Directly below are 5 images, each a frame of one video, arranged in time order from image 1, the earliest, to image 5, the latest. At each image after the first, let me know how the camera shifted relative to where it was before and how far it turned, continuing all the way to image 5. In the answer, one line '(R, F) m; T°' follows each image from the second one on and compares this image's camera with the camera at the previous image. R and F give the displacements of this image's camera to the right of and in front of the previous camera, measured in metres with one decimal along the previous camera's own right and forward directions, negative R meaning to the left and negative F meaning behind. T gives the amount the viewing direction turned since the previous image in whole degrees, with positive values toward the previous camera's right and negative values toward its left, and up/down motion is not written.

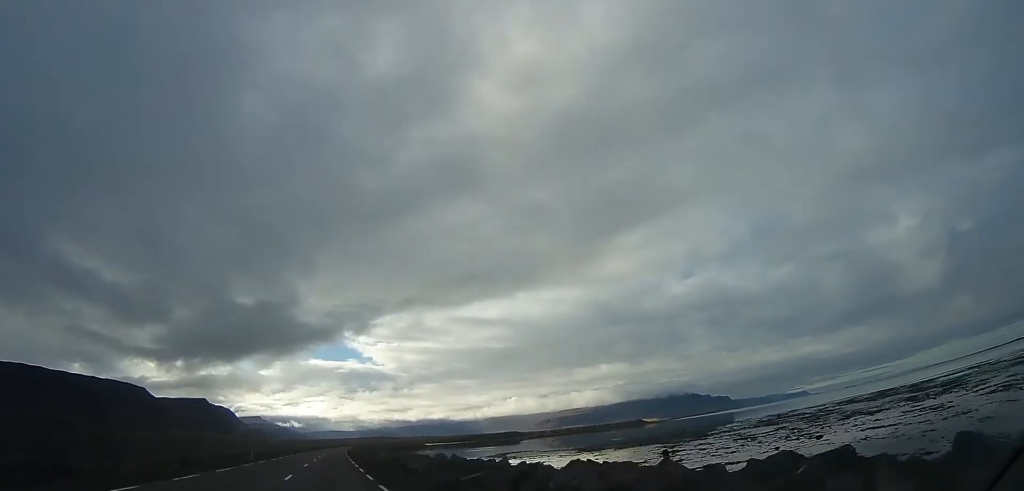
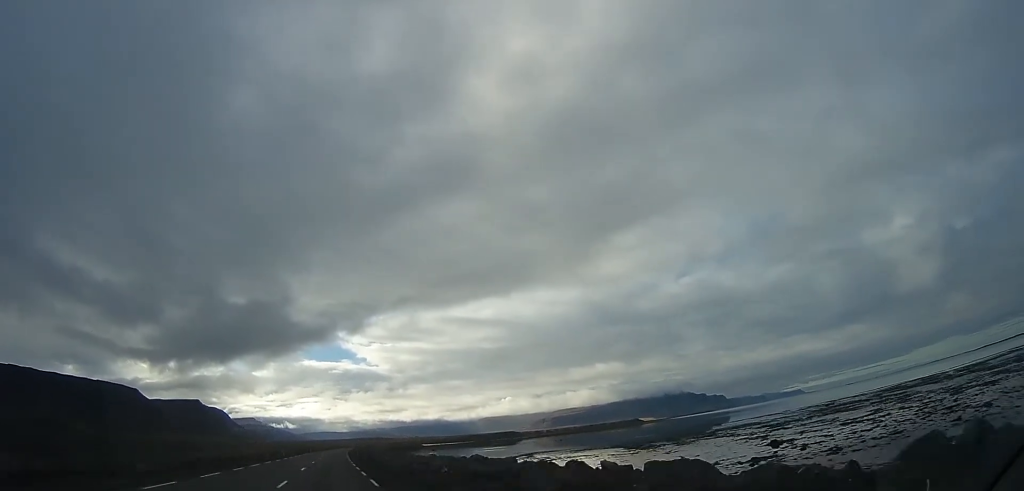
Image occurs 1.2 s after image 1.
(0.0, +38.5) m; 0°
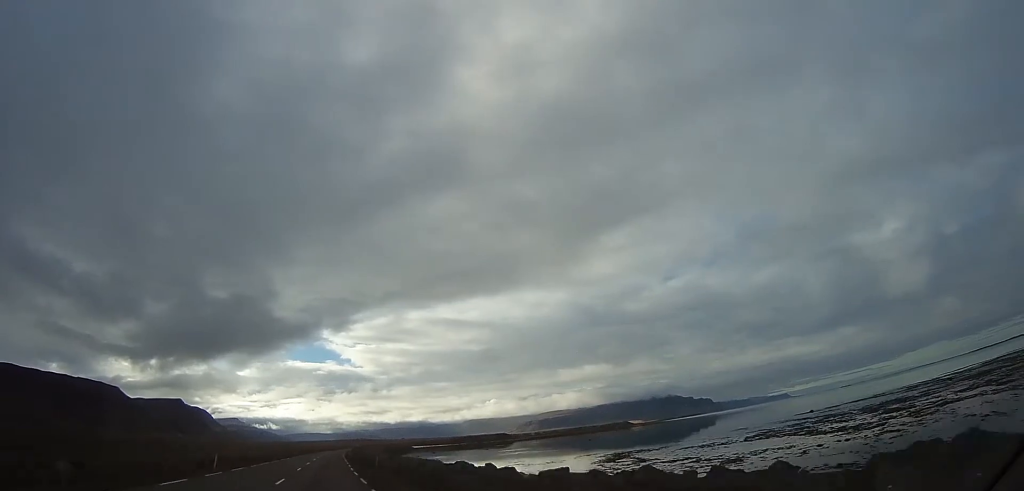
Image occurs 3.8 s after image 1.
(0.0, +81.5) m; 0°
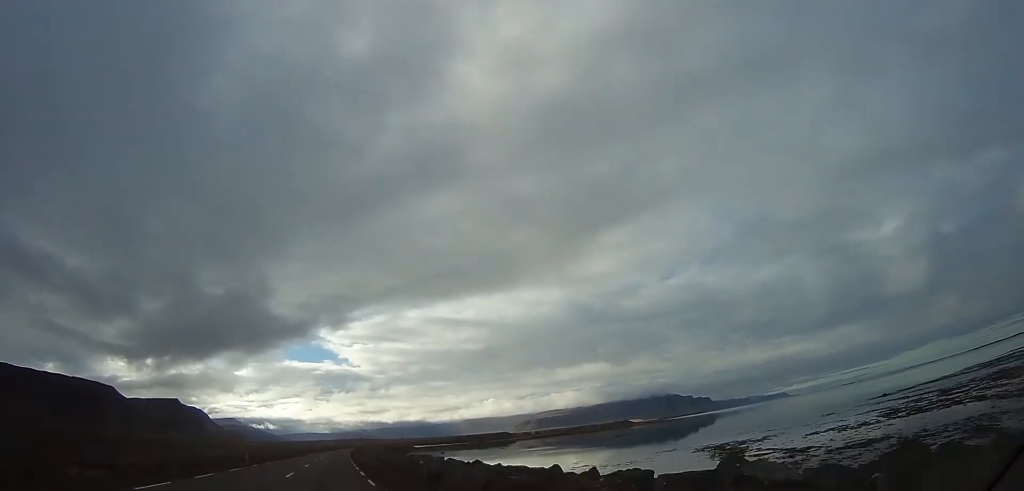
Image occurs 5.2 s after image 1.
(0.0, +44.0) m; 0°
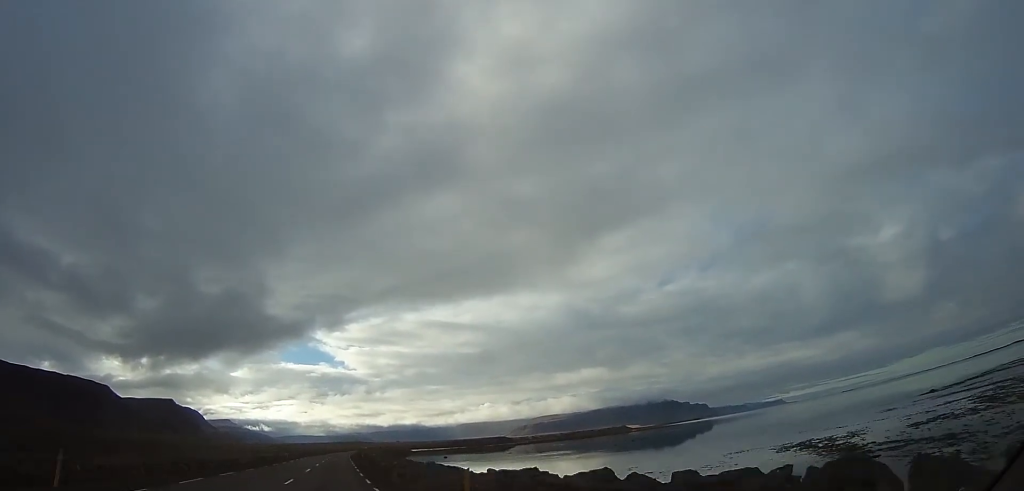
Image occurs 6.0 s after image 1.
(0.0, +26.2) m; 0°
